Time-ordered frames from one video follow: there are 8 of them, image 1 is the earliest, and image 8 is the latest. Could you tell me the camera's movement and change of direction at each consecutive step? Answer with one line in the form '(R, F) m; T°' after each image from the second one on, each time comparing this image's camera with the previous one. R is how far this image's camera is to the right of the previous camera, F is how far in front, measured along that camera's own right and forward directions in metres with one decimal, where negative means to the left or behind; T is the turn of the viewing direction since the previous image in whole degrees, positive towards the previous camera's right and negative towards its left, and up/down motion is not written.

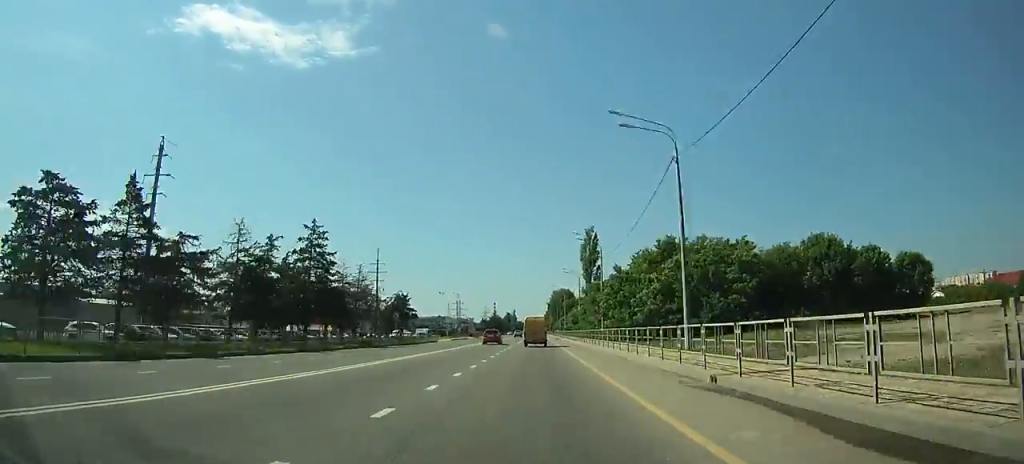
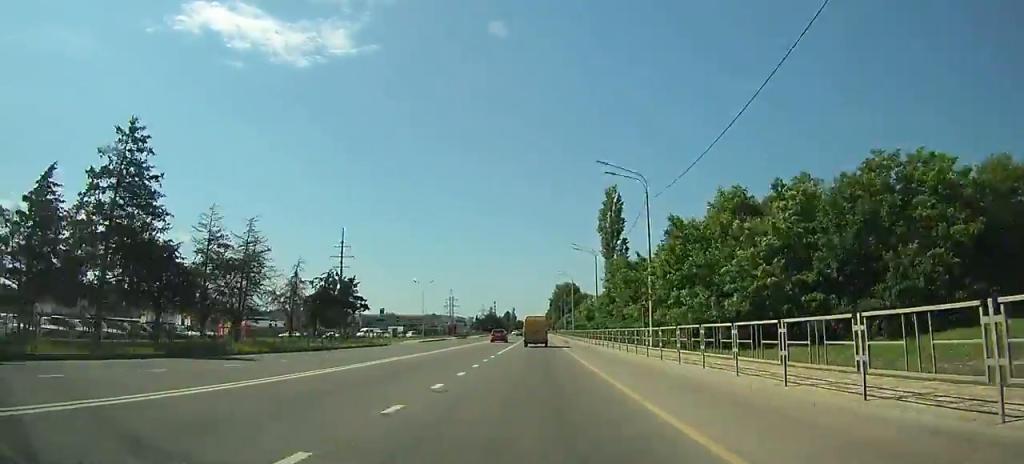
(0.0, +28.9) m; 0°
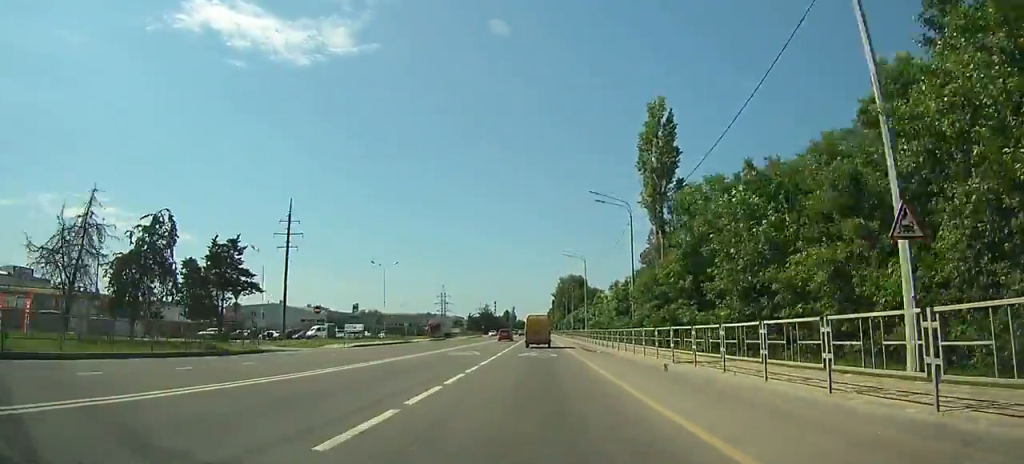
(0.0, +28.0) m; 0°
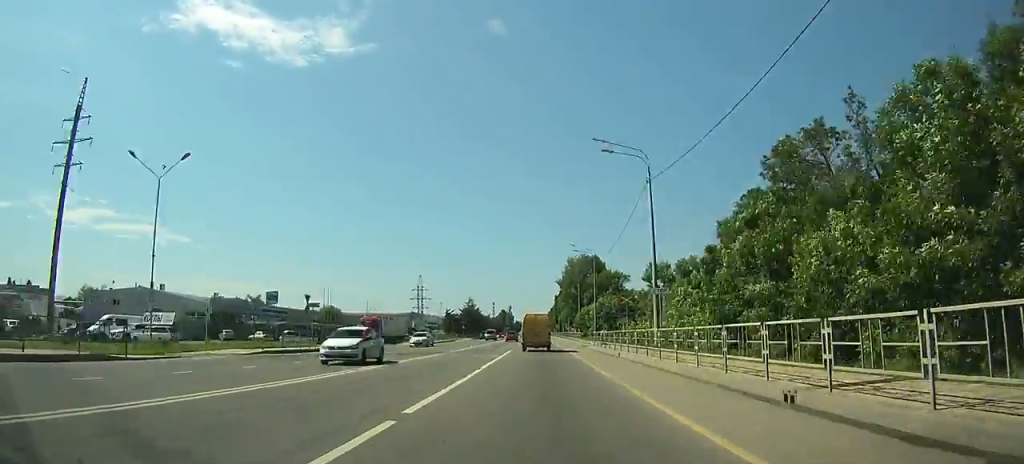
(+0.1, +49.3) m; 0°
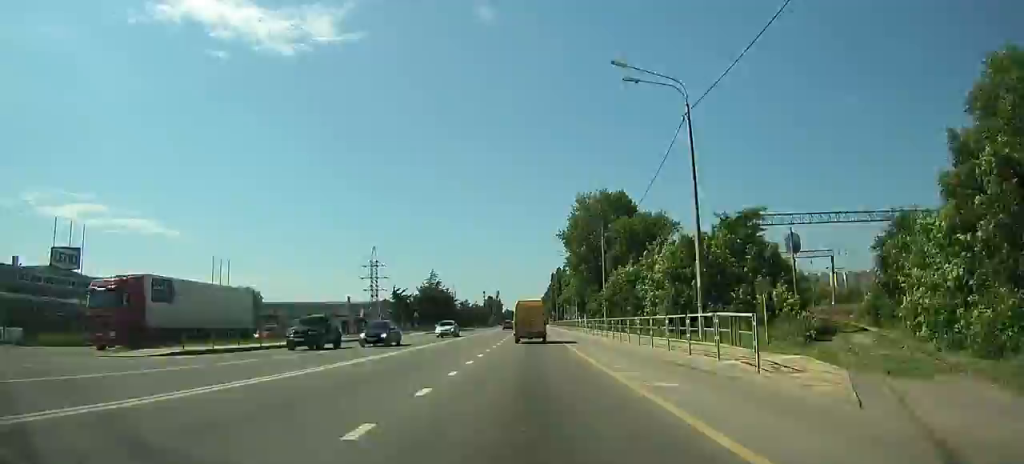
(+0.1, +49.1) m; 0°
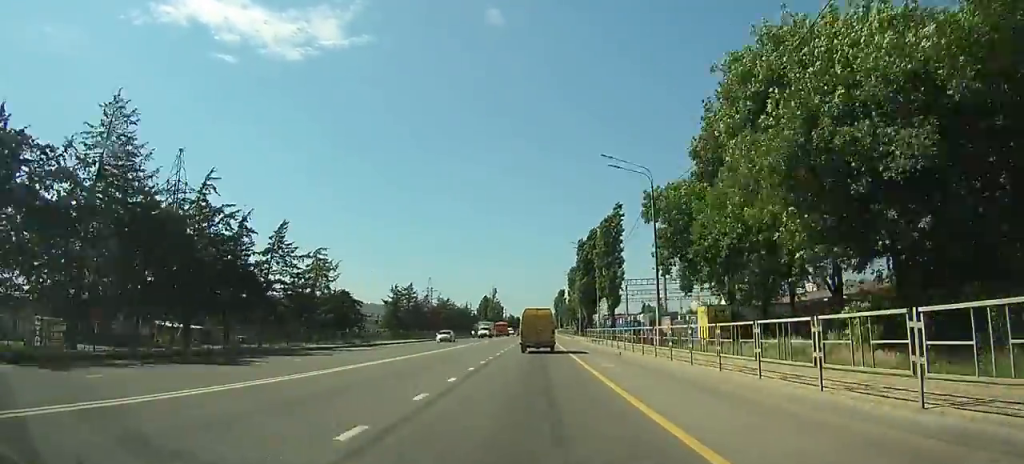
(-0.2, +91.2) m; 0°
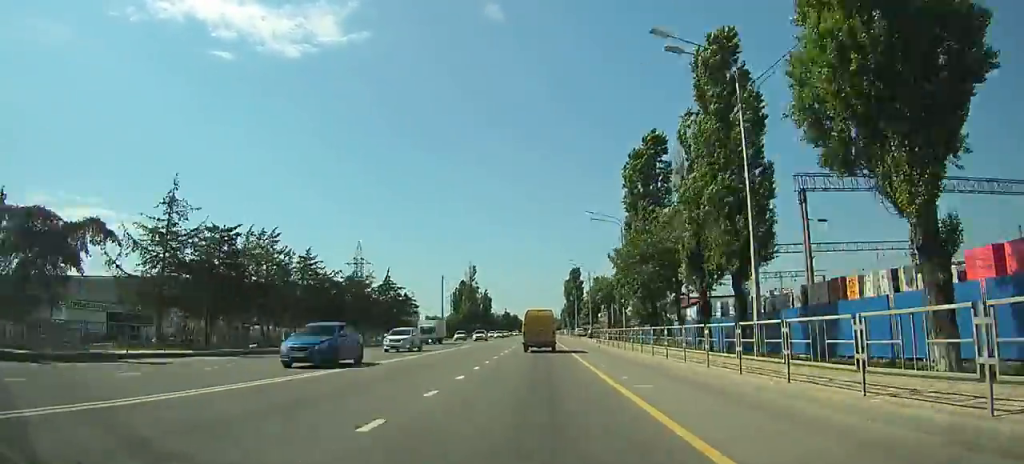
(+0.1, +88.7) m; 0°
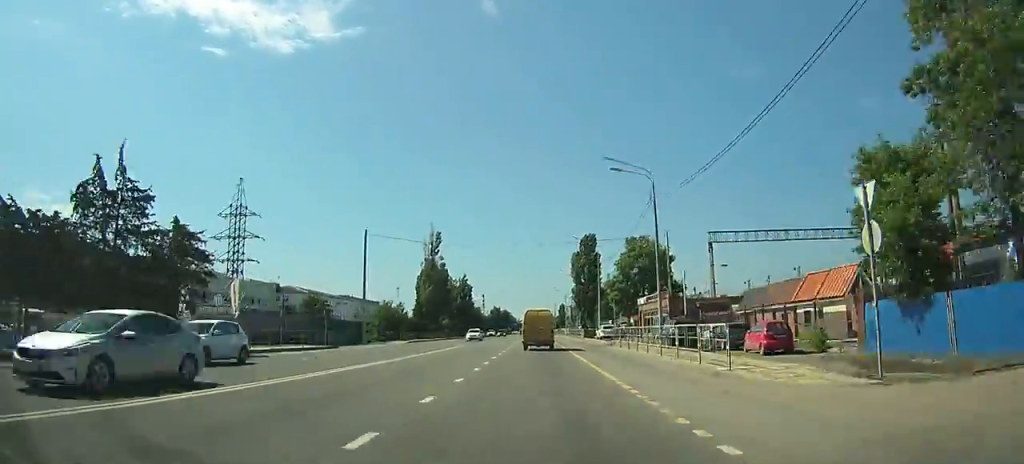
(-0.2, +54.3) m; 0°
